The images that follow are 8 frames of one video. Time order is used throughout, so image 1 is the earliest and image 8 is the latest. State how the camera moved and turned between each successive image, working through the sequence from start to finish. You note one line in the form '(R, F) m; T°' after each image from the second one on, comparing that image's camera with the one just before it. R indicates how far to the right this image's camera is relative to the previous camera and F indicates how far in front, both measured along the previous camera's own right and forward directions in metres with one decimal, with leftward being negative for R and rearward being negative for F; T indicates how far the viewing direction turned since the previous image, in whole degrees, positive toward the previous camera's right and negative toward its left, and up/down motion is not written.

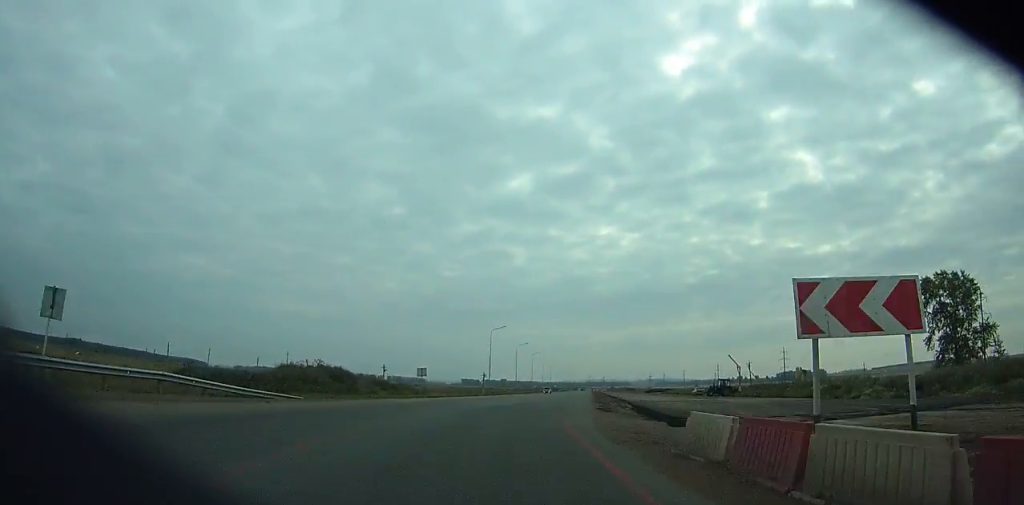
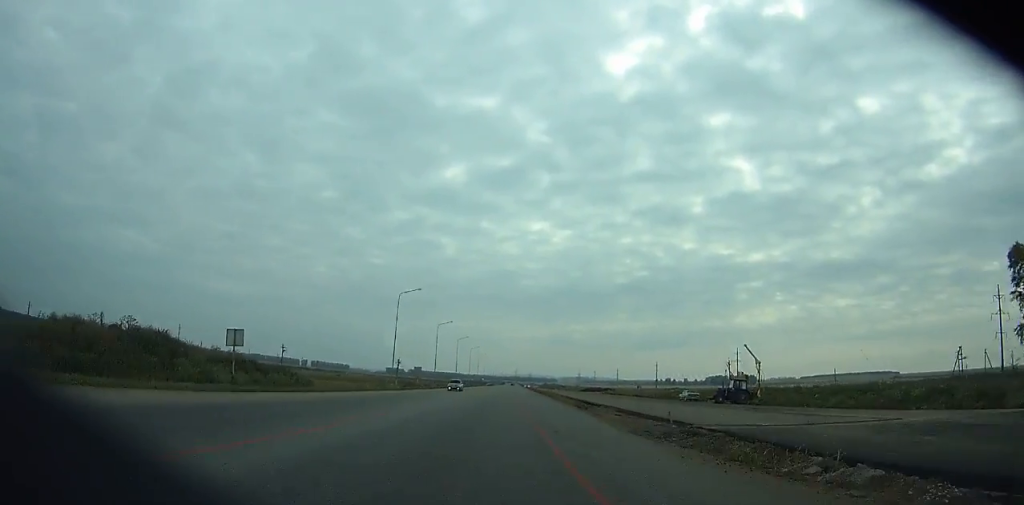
(-0.7, +31.5) m; +2°
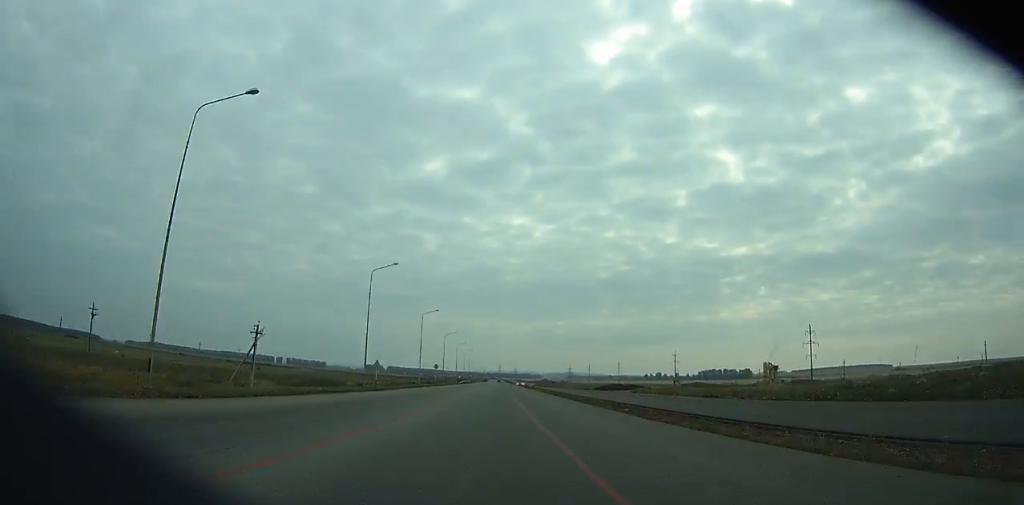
(+3.8, +77.8) m; +5°
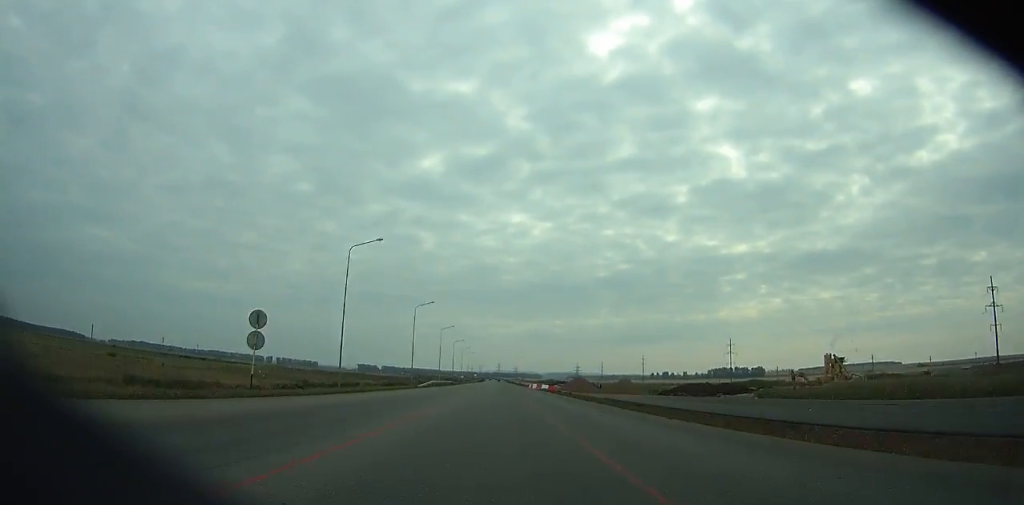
(+0.6, +80.3) m; +1°
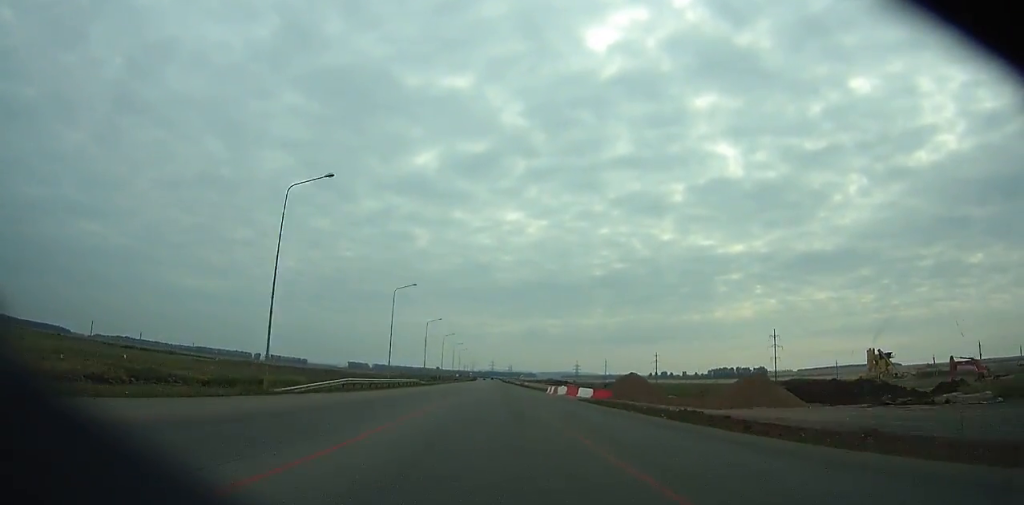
(0.0, +47.1) m; 0°
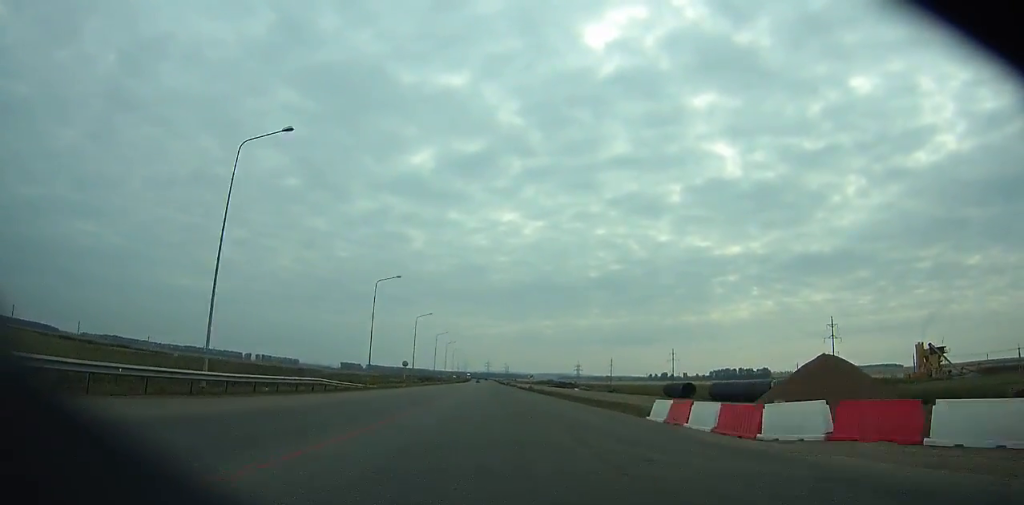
(+0.1, +41.1) m; 0°
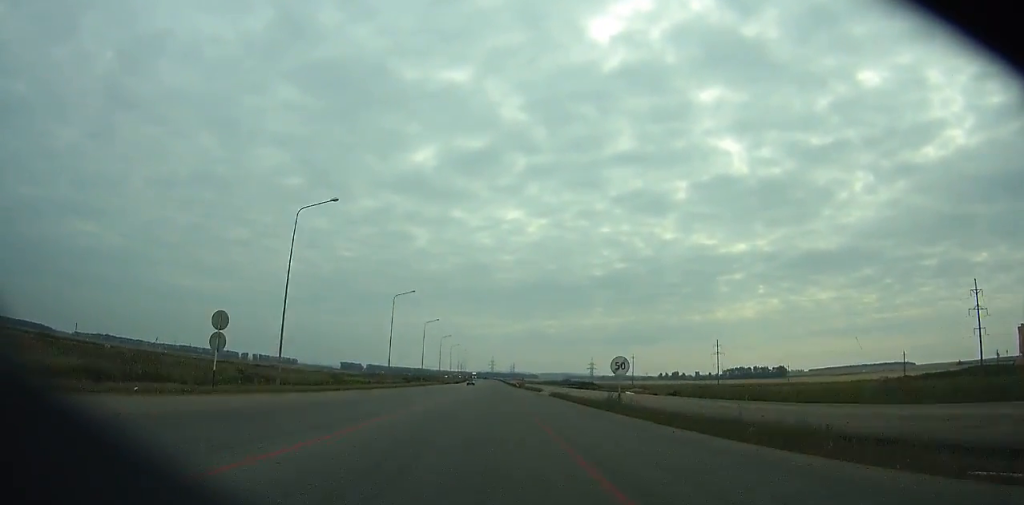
(+0.2, +59.3) m; 0°
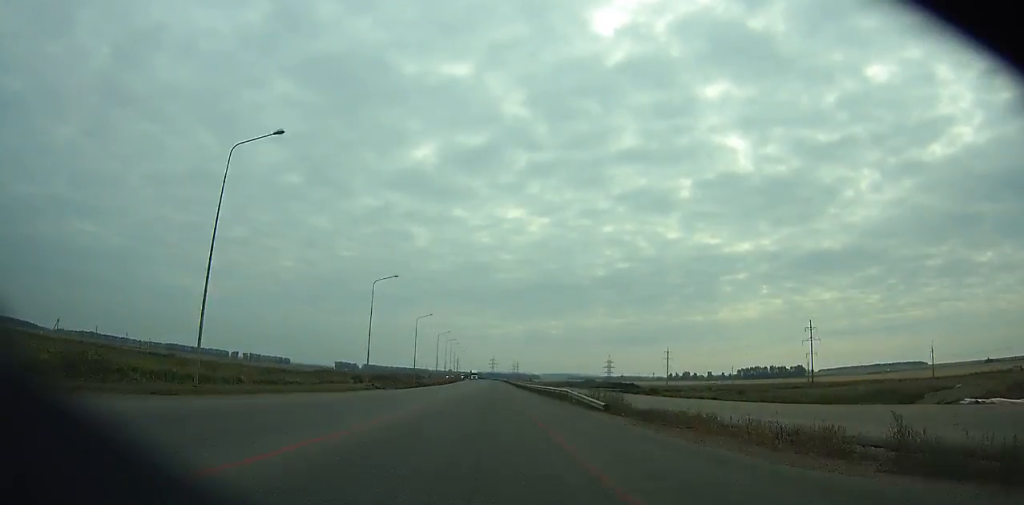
(-0.3, +78.8) m; 0°
